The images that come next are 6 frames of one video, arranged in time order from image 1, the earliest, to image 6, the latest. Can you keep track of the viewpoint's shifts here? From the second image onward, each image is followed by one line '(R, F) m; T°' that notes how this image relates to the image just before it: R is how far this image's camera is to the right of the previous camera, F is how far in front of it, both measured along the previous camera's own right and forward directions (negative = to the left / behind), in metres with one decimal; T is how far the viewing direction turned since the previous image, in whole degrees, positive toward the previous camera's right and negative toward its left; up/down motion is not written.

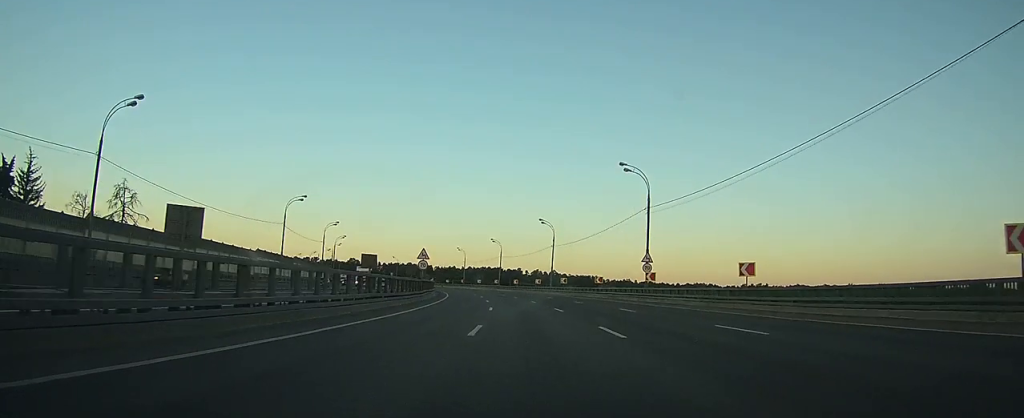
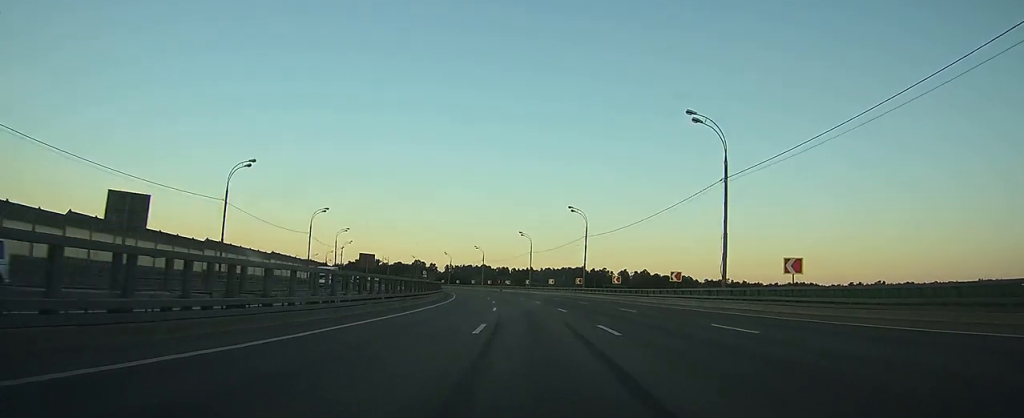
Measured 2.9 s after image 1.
(-4.7, +61.1) m; -10°
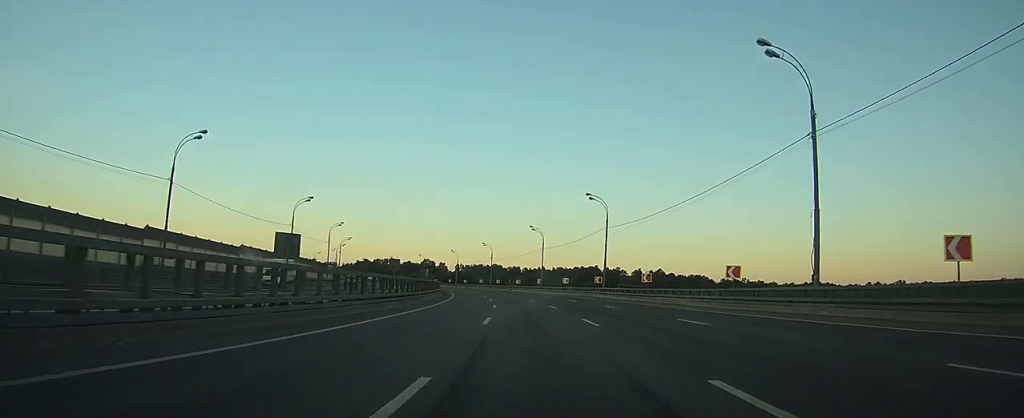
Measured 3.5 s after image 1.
(-0.3, +11.6) m; -1°
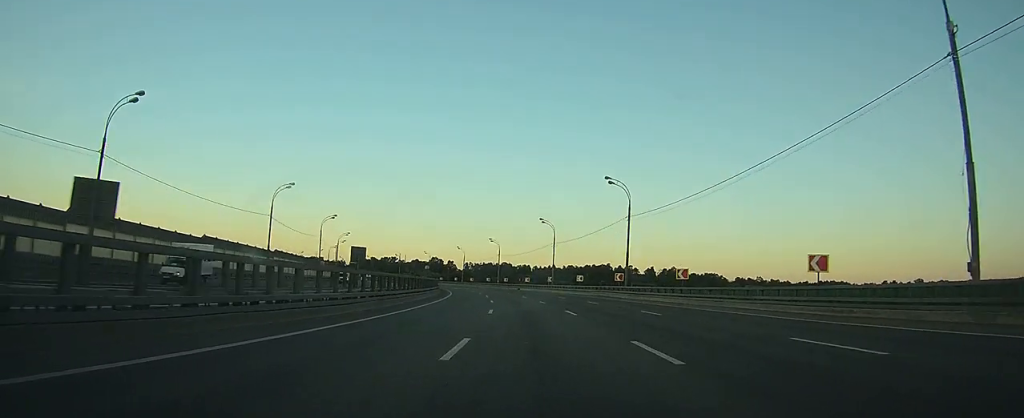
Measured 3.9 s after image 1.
(-0.1, +10.2) m; -1°
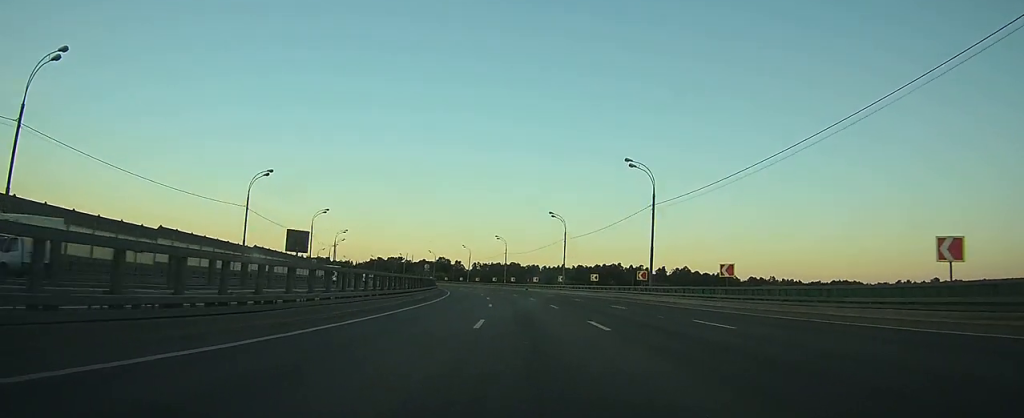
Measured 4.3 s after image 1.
(-0.1, +8.8) m; -1°
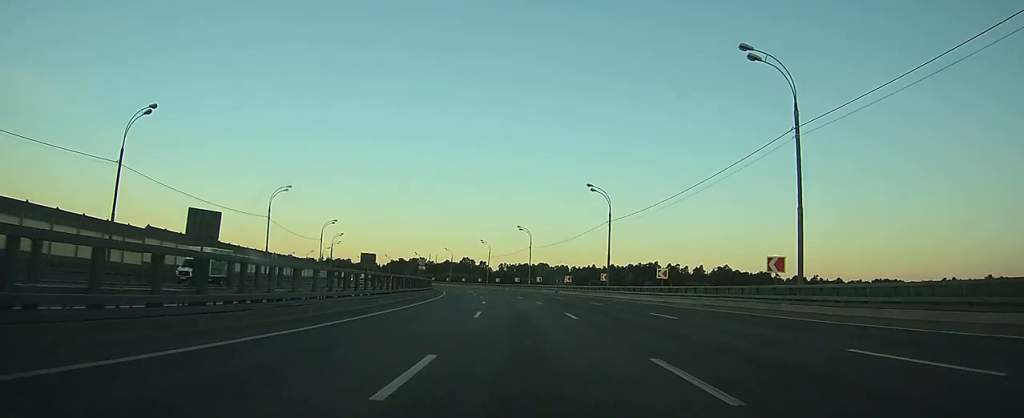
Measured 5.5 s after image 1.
(-0.5, +26.5) m; -2°
